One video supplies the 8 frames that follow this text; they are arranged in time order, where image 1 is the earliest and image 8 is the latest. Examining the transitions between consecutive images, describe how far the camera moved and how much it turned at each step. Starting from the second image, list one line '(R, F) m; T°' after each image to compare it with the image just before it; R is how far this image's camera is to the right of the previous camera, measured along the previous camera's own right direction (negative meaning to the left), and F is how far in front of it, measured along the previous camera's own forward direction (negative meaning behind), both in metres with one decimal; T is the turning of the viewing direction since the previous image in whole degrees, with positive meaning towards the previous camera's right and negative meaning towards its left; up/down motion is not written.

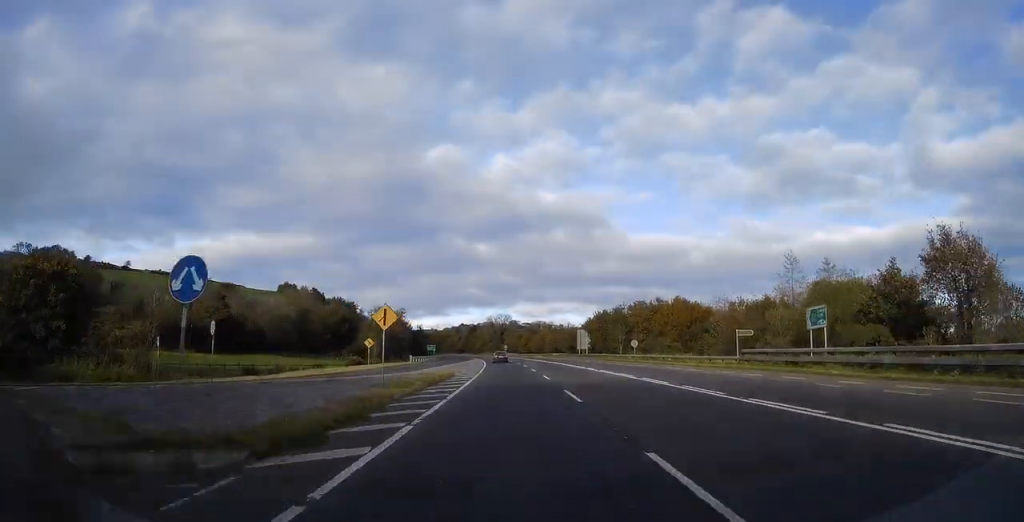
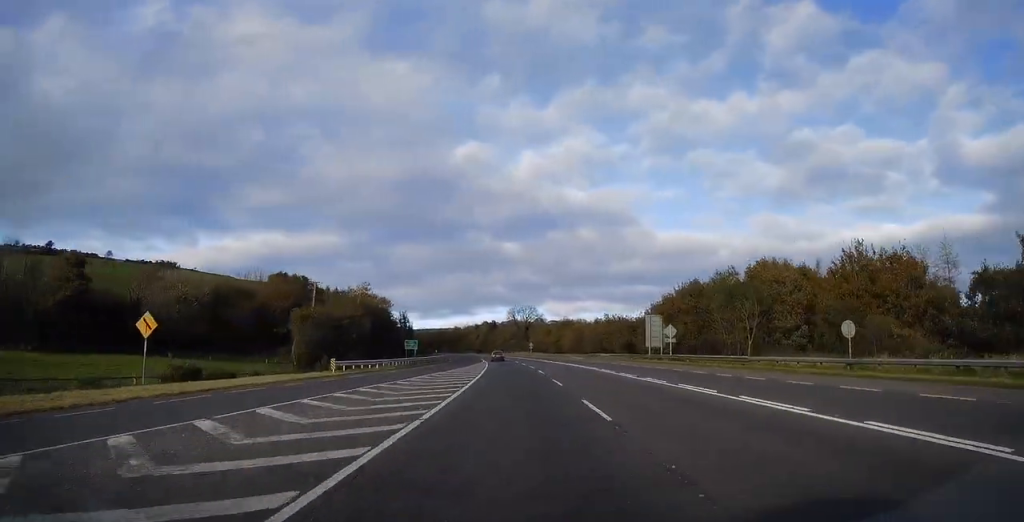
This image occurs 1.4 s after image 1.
(-0.7, +40.9) m; -3°
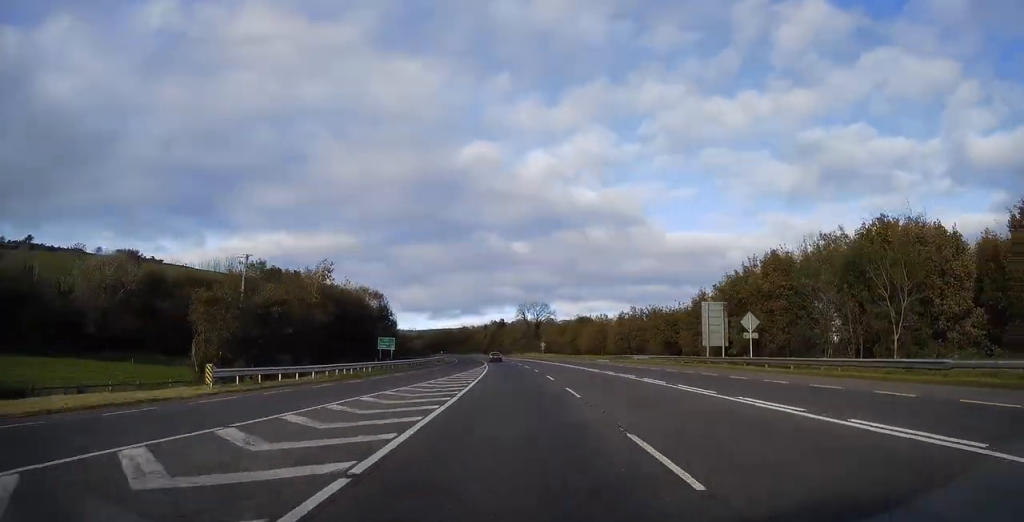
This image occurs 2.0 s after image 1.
(-0.4, +16.5) m; -1°
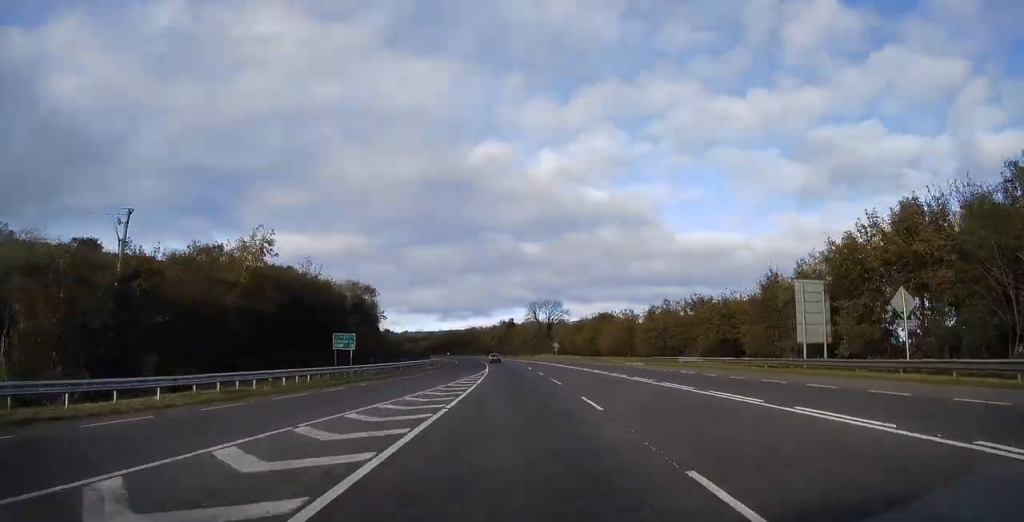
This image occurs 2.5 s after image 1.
(-0.1, +14.8) m; -1°
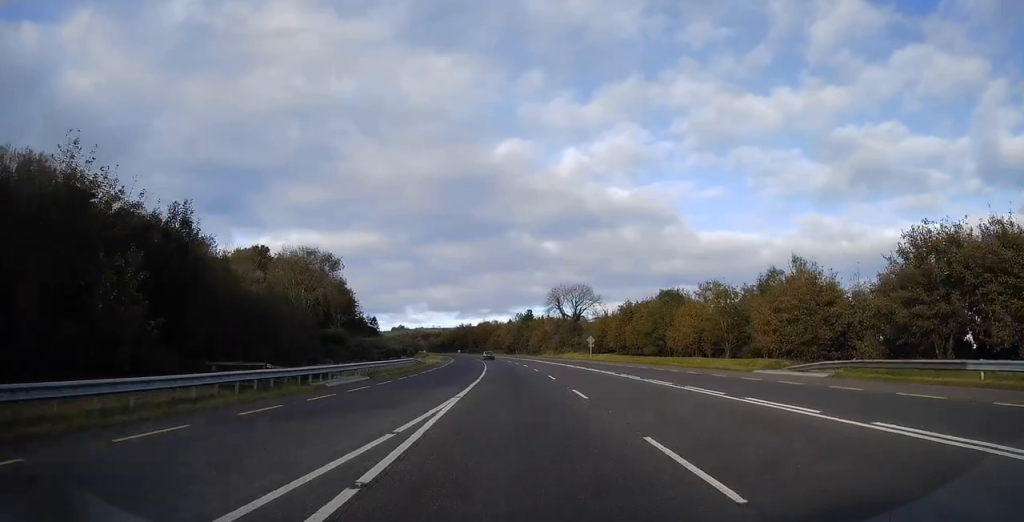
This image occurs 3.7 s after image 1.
(-0.4, +32.3) m; -2°
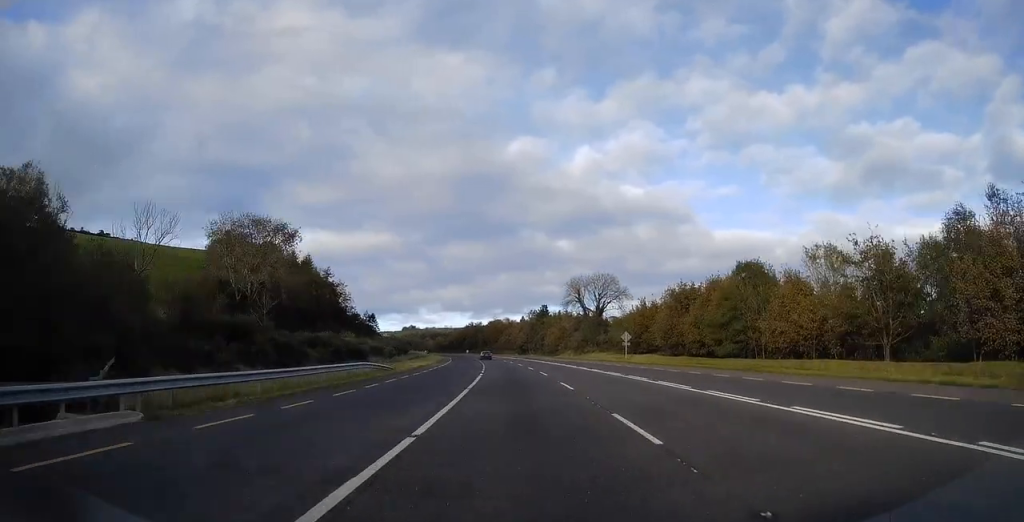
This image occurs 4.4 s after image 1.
(-0.2, +20.6) m; -2°
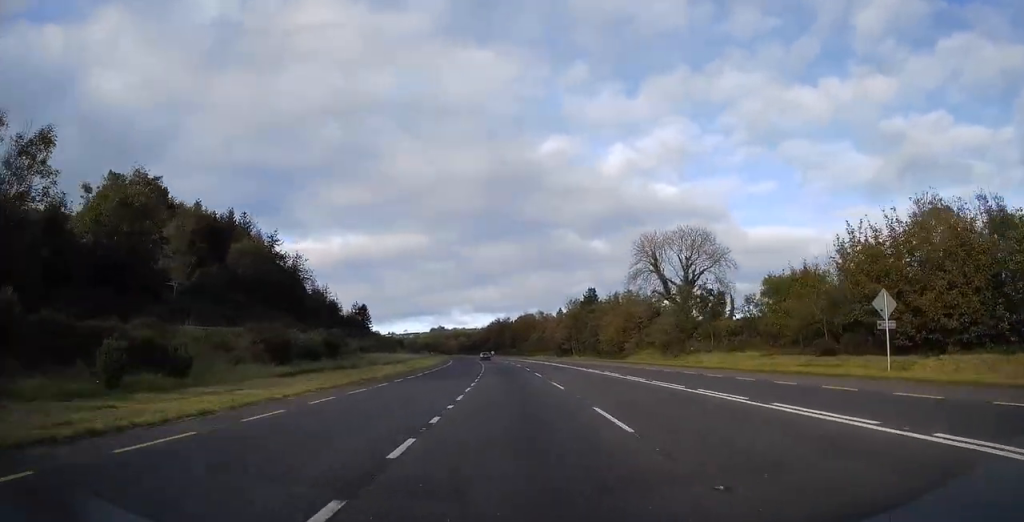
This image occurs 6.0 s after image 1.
(-1.1, +50.2) m; -2°
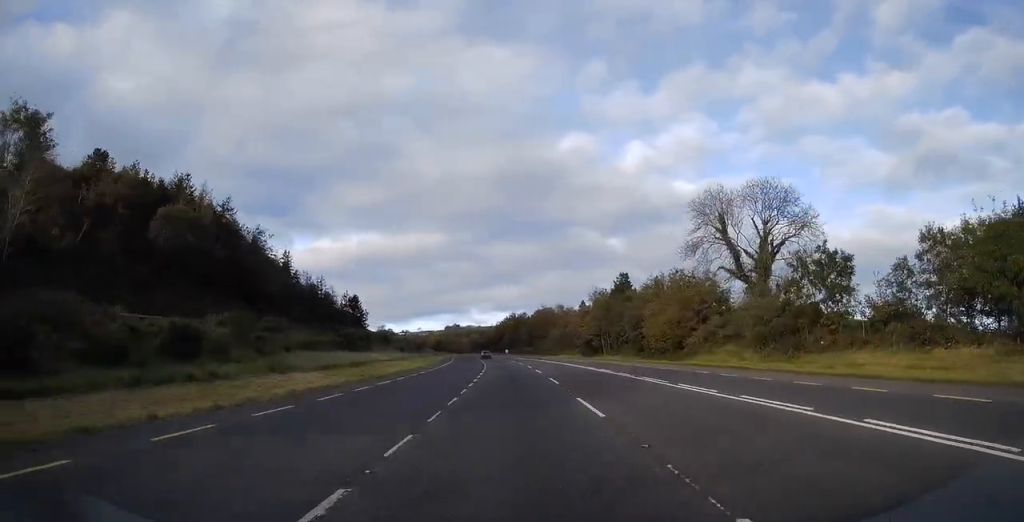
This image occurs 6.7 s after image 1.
(-0.1, +22.4) m; -1°
